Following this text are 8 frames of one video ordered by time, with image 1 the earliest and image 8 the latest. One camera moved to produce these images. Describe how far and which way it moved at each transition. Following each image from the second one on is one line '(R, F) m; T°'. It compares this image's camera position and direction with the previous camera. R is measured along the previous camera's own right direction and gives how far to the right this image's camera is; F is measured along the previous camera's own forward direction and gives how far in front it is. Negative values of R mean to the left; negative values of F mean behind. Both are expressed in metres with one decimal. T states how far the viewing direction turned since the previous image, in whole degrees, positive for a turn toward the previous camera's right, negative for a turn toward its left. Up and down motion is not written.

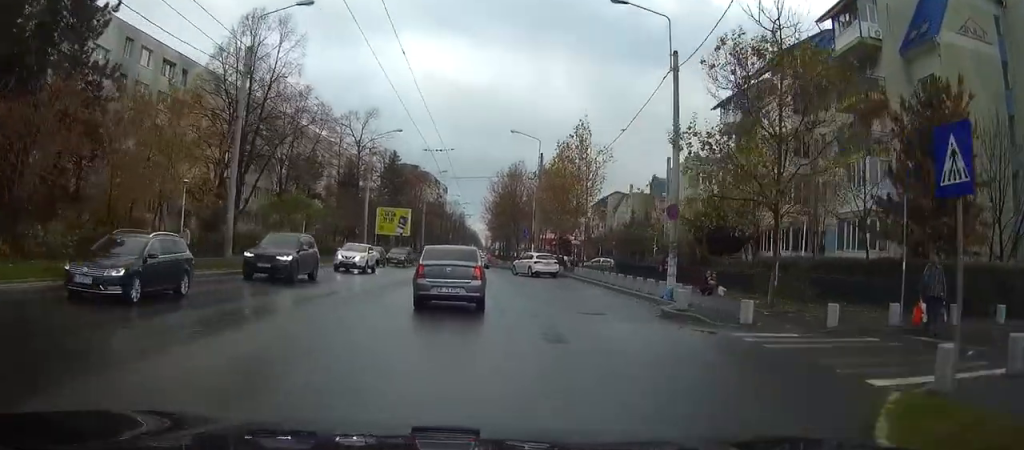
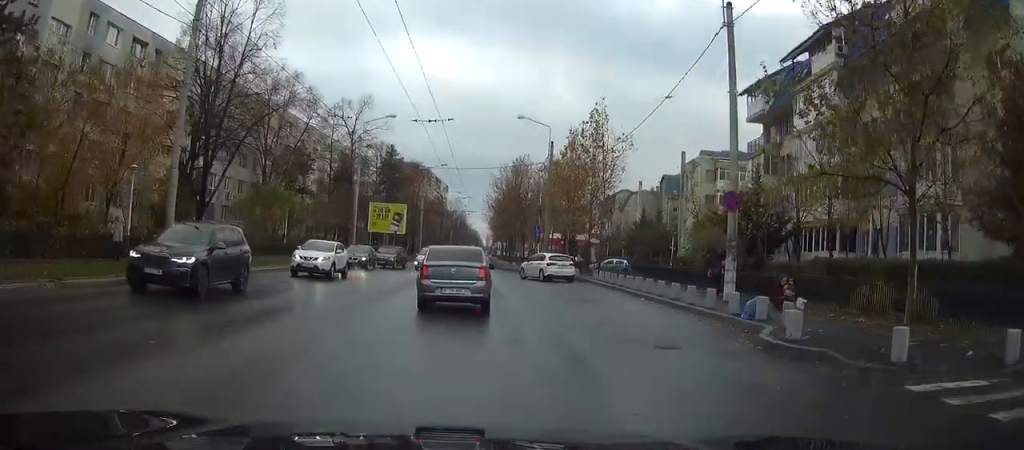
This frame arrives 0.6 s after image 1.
(0.0, +6.3) m; 0°
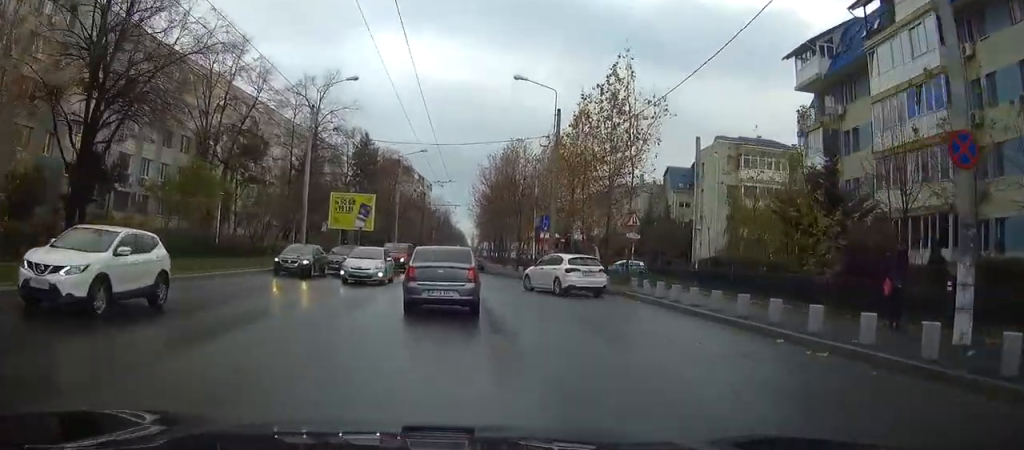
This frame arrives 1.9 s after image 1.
(+0.1, +12.3) m; +1°
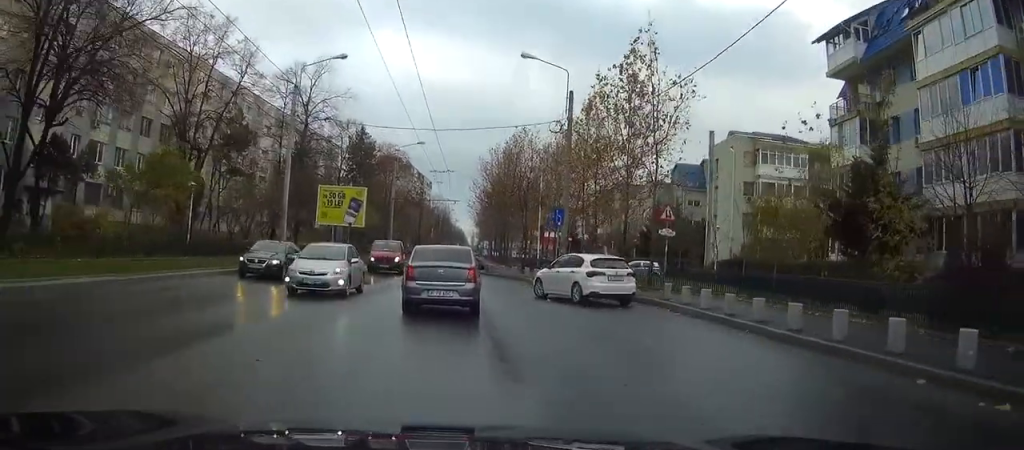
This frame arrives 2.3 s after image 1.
(0.0, +4.6) m; +1°
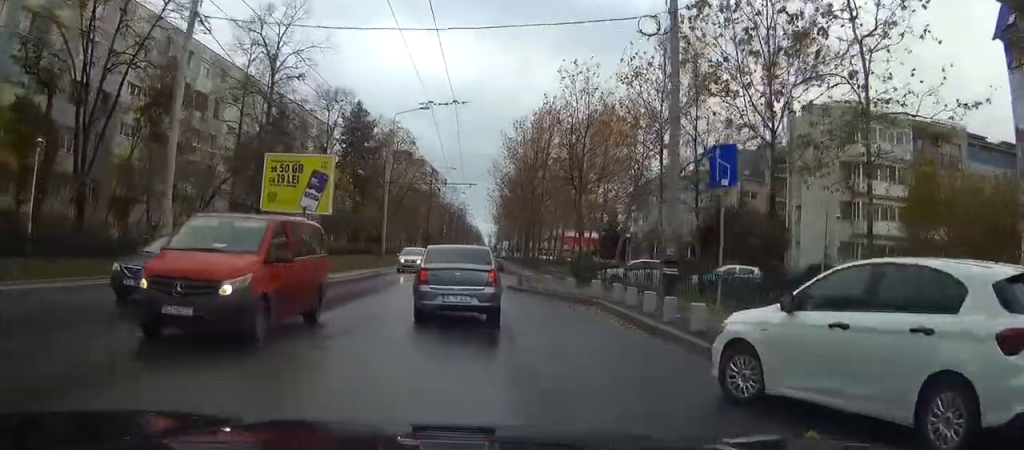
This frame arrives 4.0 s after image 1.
(-0.1, +16.9) m; -2°
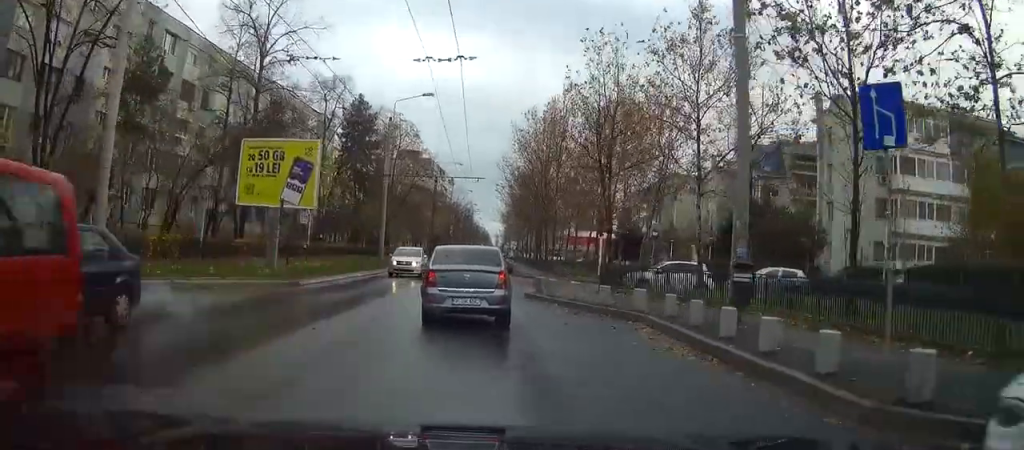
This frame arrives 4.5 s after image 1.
(0.0, +4.6) m; 0°
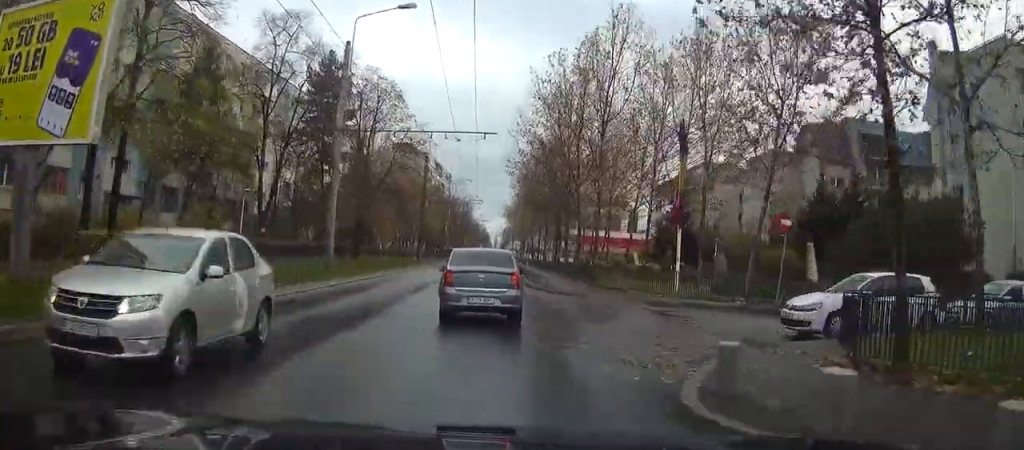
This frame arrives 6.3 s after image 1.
(-0.2, +17.3) m; -1°
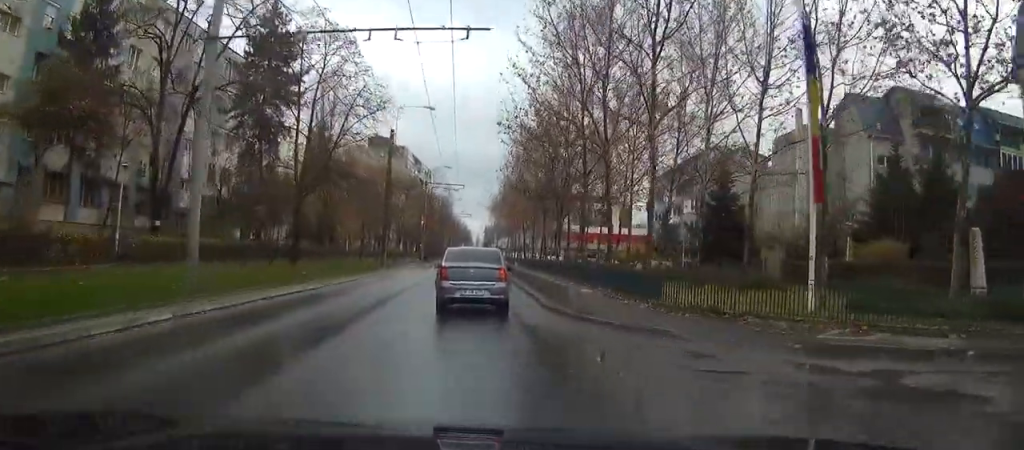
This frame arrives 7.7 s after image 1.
(+0.2, +12.5) m; +2°
